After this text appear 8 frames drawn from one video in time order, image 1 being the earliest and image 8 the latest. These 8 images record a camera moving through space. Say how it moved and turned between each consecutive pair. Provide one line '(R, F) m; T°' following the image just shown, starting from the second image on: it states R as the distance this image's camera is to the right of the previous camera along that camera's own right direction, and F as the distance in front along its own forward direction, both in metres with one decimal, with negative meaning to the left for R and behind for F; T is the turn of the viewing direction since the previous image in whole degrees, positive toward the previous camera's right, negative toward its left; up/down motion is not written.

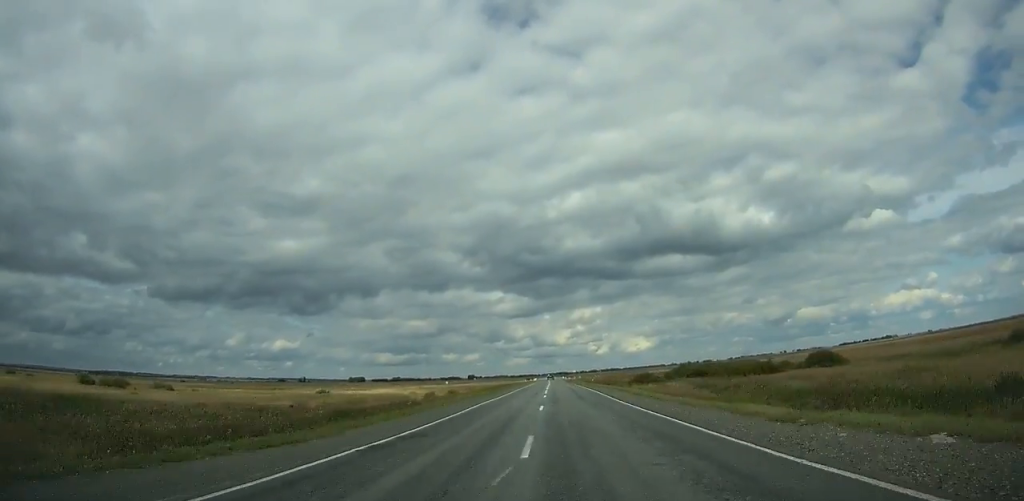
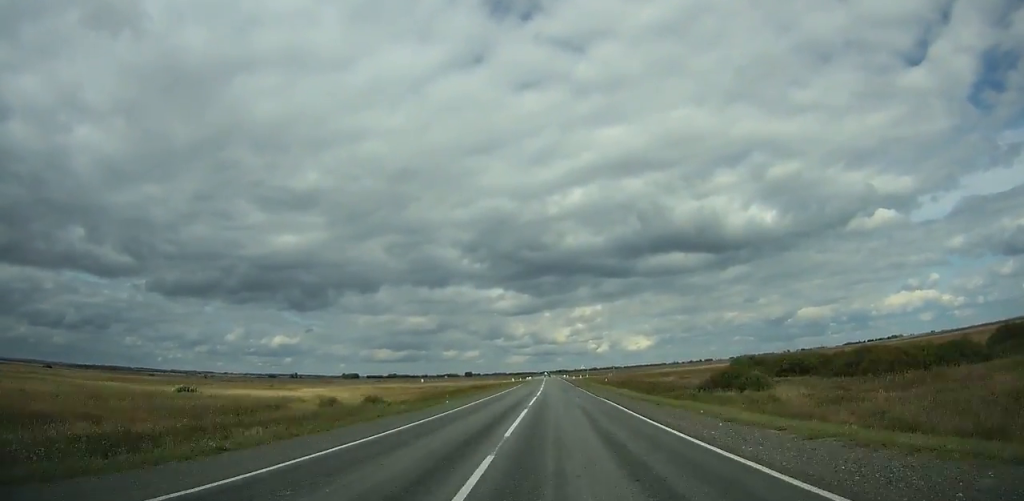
(-0.2, +53.6) m; 0°
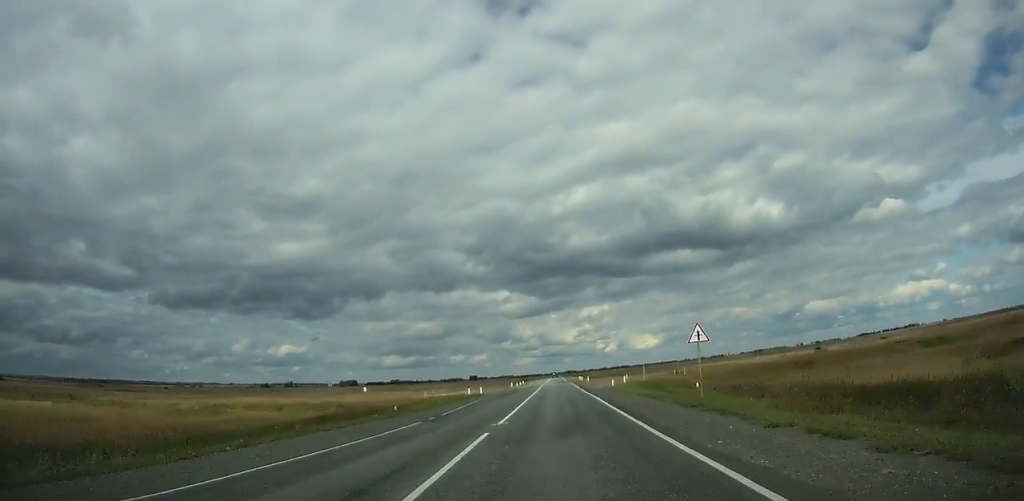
(-0.4, +80.6) m; -1°
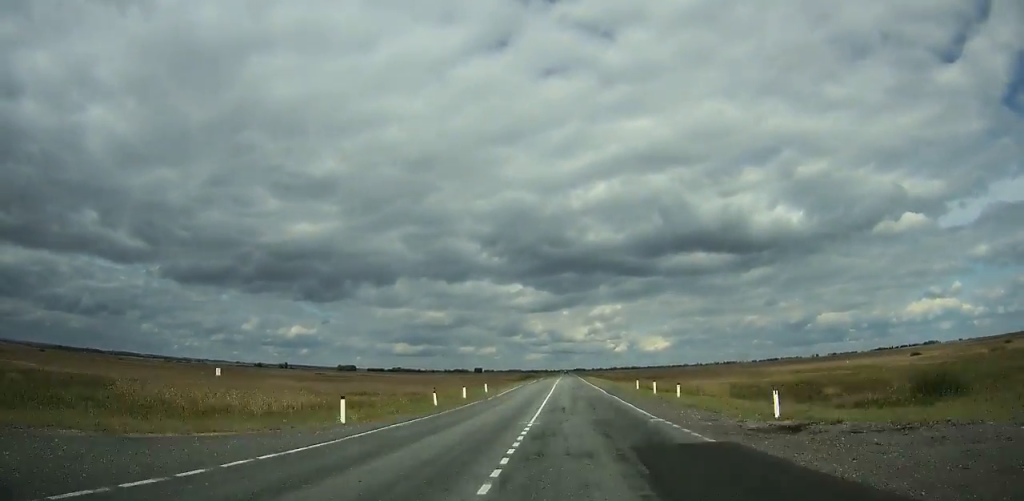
(-0.4, +75.9) m; 0°
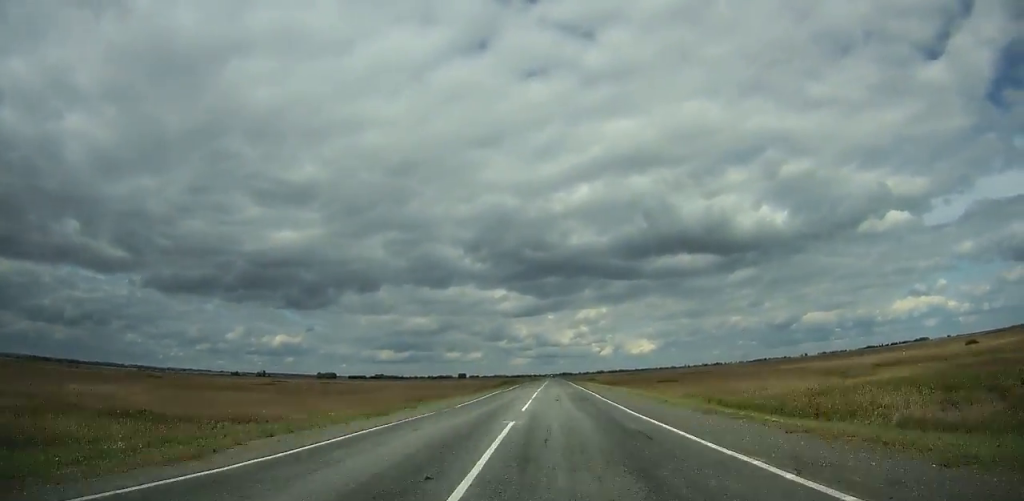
(-0.4, +42.7) m; 0°
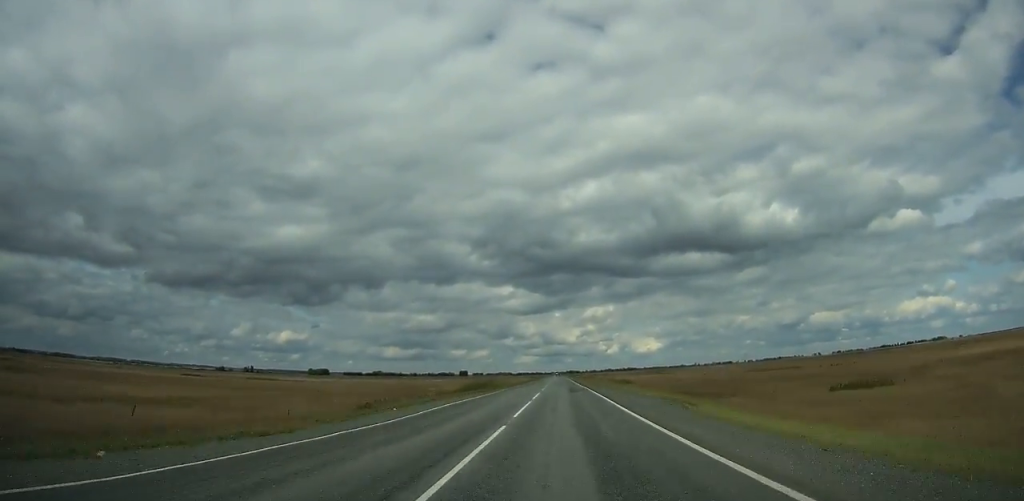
(+0.9, +86.7) m; +1°
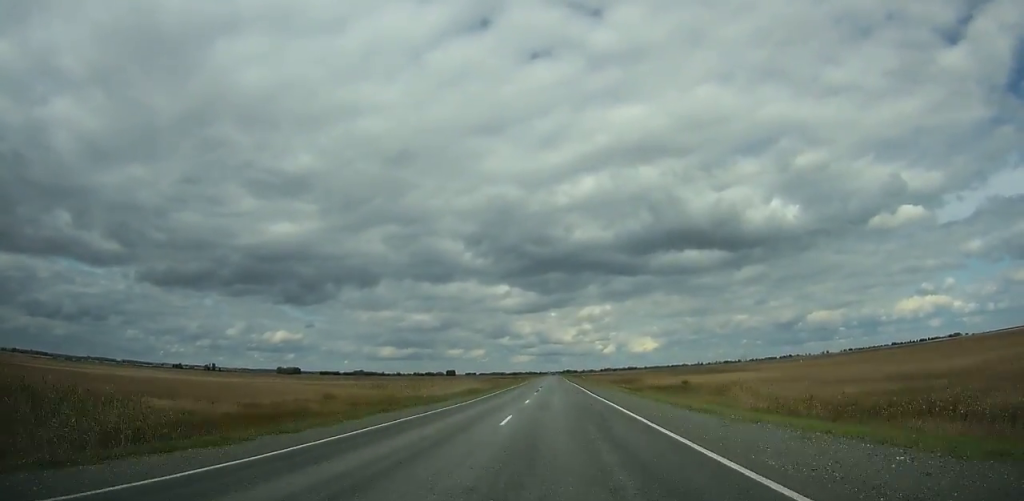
(+0.2, +138.1) m; 0°
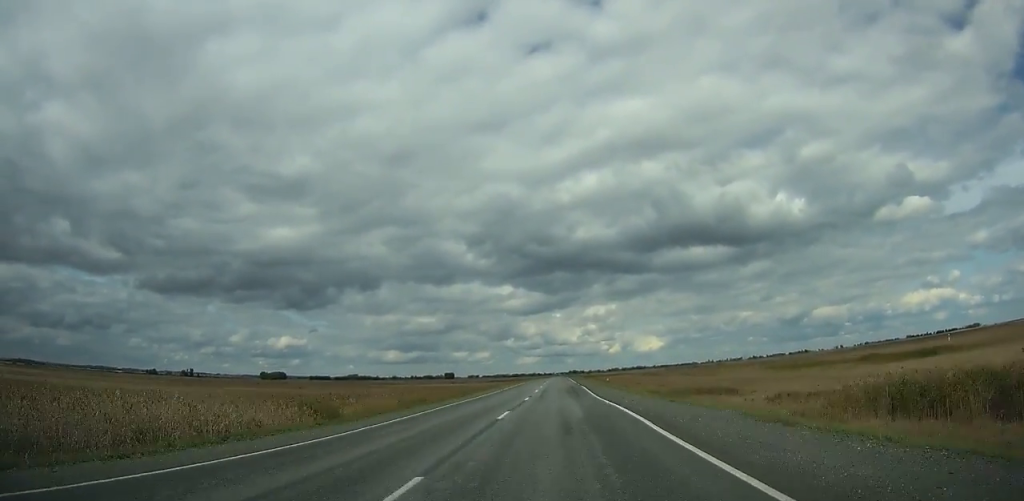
(-0.4, +94.4) m; 0°
